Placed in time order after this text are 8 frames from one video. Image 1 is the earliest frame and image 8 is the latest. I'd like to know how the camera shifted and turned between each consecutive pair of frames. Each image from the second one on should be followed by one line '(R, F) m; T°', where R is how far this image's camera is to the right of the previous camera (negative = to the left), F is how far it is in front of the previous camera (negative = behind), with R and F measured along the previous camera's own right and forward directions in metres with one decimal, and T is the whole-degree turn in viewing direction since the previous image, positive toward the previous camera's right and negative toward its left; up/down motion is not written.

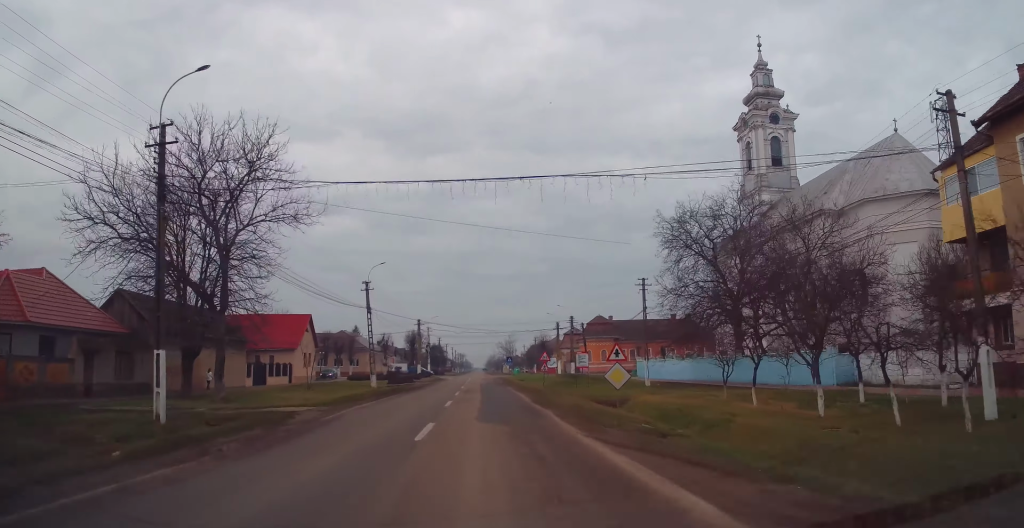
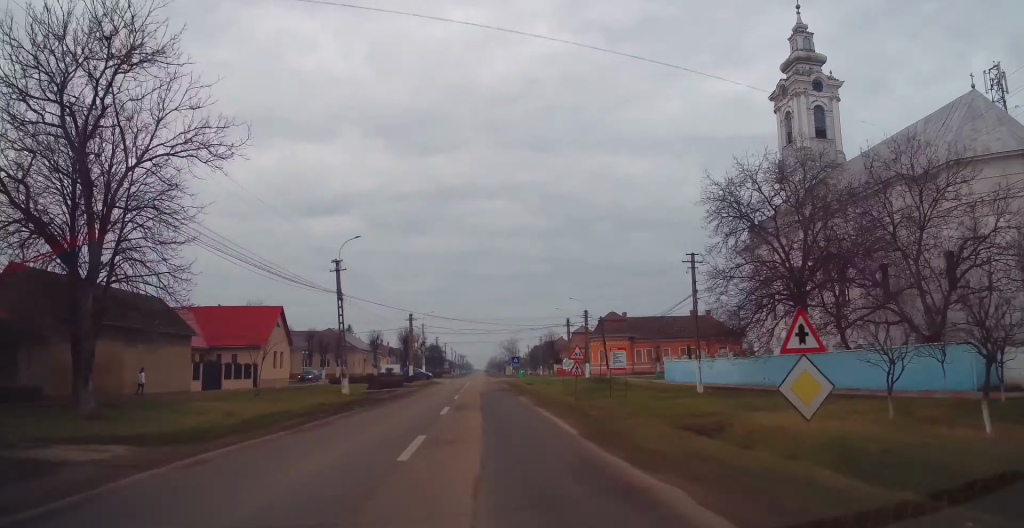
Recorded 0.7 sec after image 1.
(0.0, +11.4) m; 0°
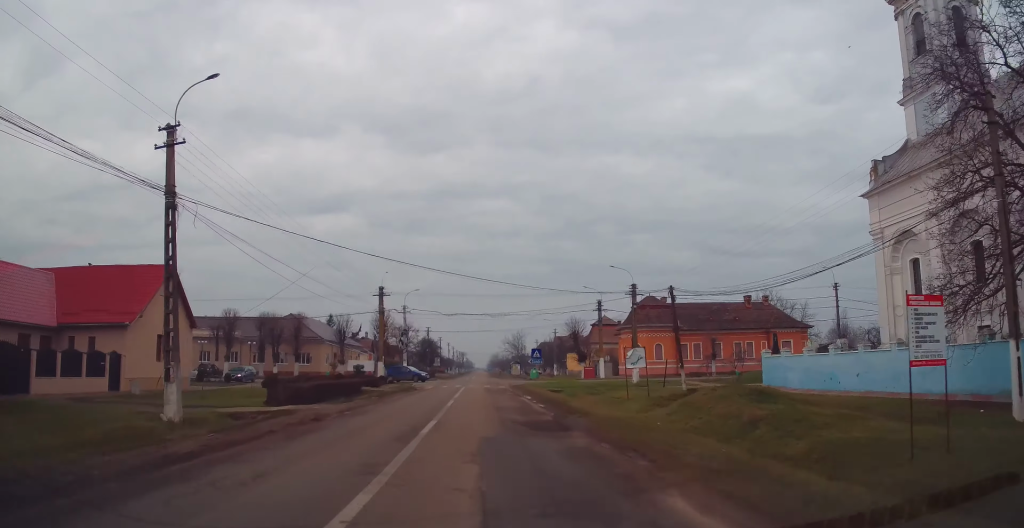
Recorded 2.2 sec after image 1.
(+0.3, +24.6) m; 0°
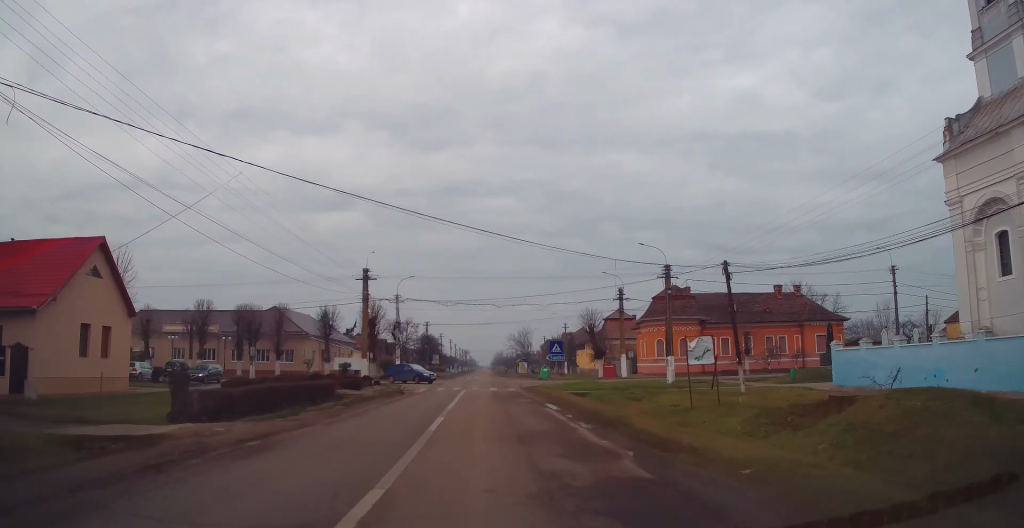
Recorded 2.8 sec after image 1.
(-0.1, +9.1) m; 0°
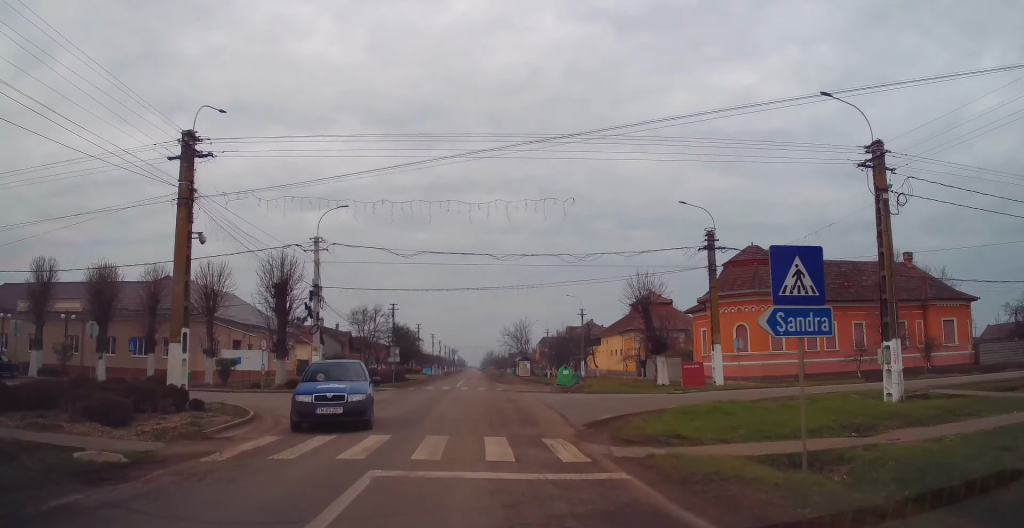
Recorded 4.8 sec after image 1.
(0.0, +27.2) m; +1°
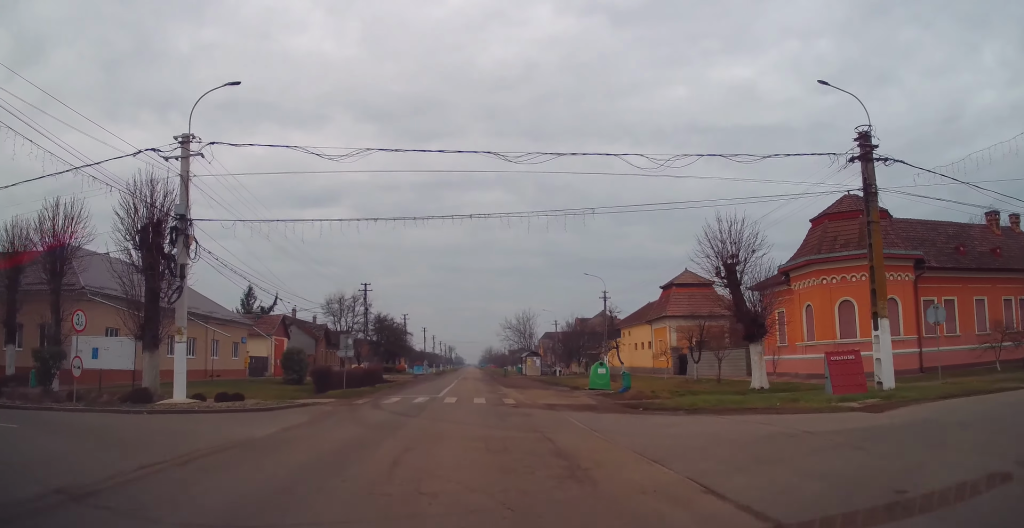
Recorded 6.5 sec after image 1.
(+0.1, +16.8) m; -1°
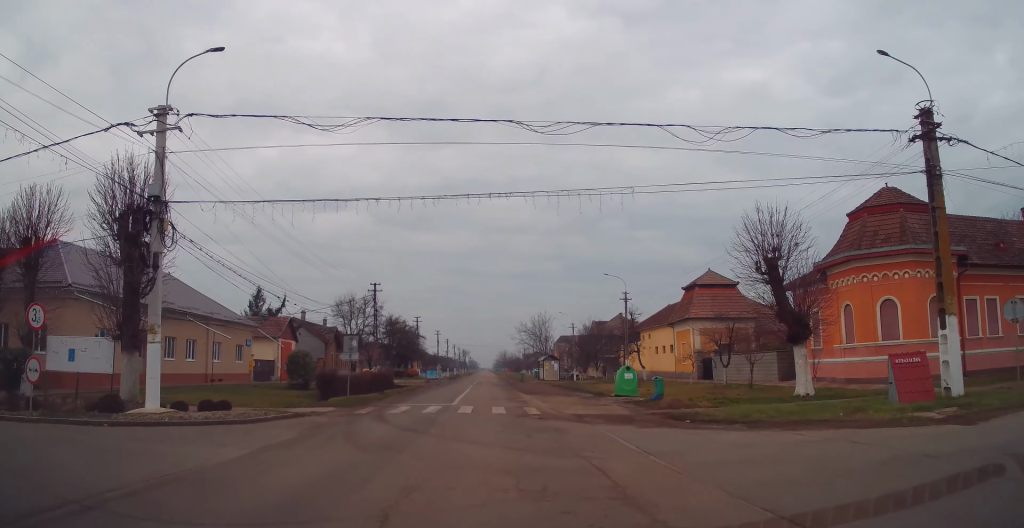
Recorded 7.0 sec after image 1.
(-0.1, +3.5) m; -3°
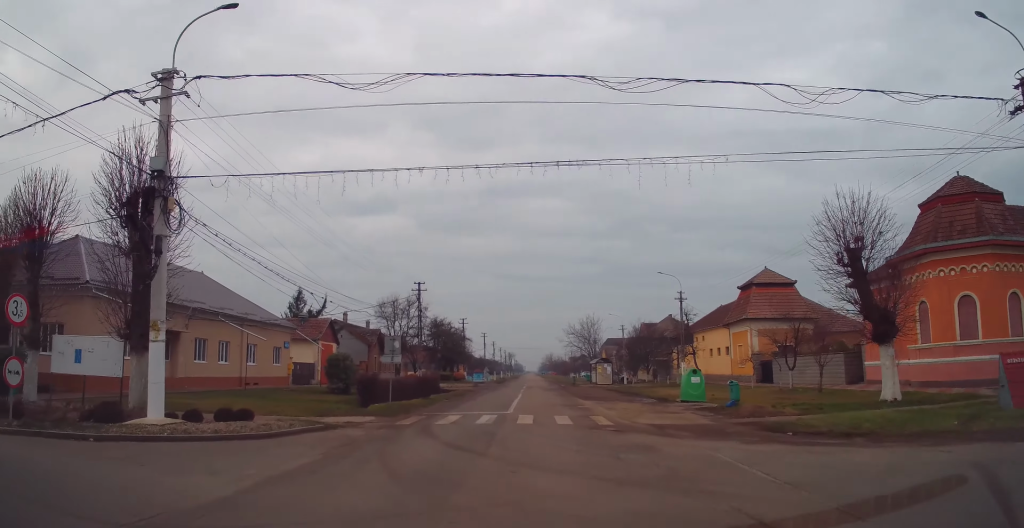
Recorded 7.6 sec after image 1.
(-0.1, +3.3) m; -6°
